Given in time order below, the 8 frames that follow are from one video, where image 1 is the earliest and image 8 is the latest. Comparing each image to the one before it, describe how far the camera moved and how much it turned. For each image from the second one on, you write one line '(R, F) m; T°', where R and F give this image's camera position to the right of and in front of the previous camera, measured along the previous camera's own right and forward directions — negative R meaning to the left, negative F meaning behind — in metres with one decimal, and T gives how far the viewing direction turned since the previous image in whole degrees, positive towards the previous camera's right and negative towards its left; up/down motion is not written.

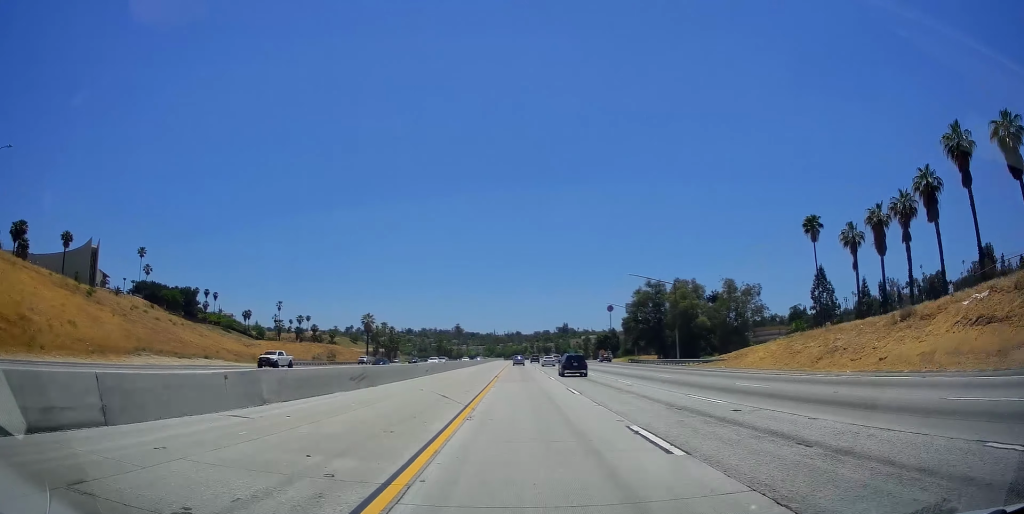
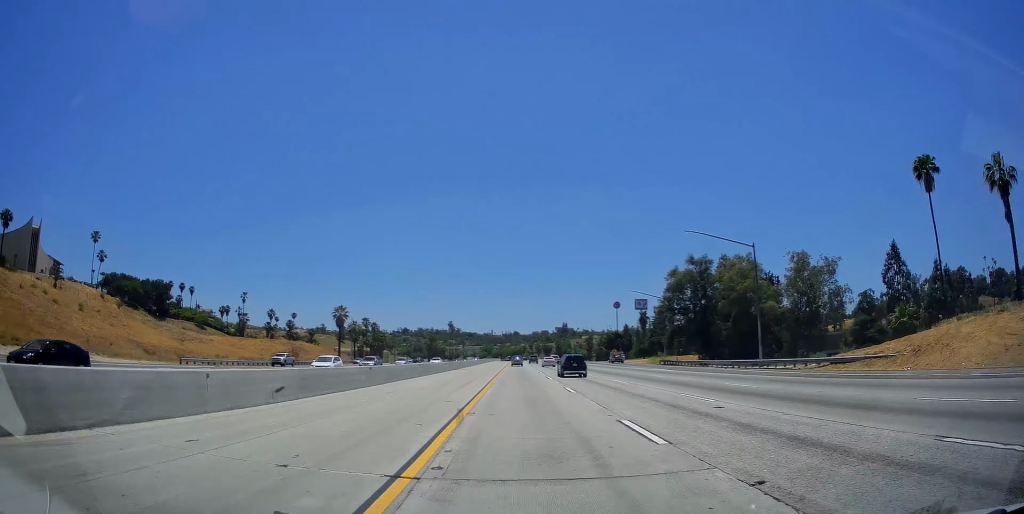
(+0.1, +27.5) m; 0°
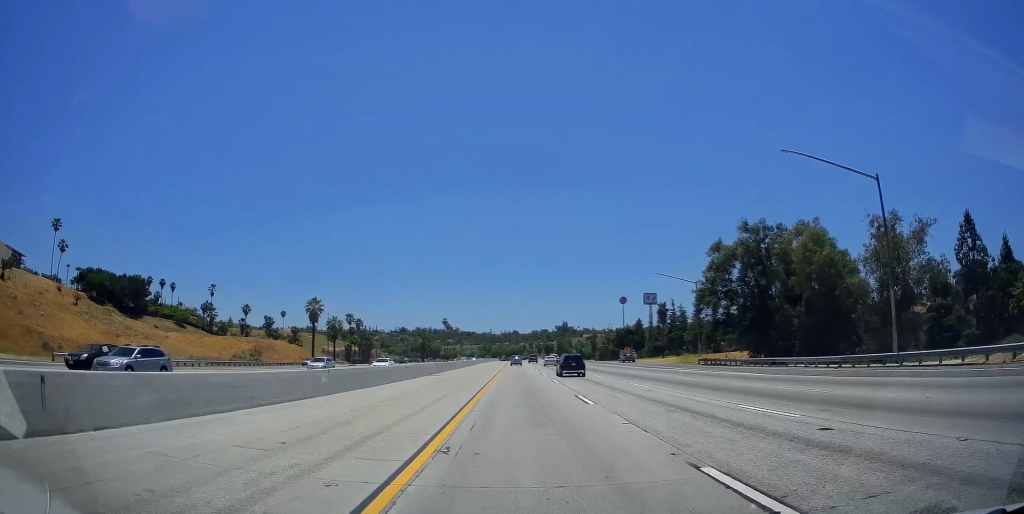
(0.0, +19.5) m; 0°
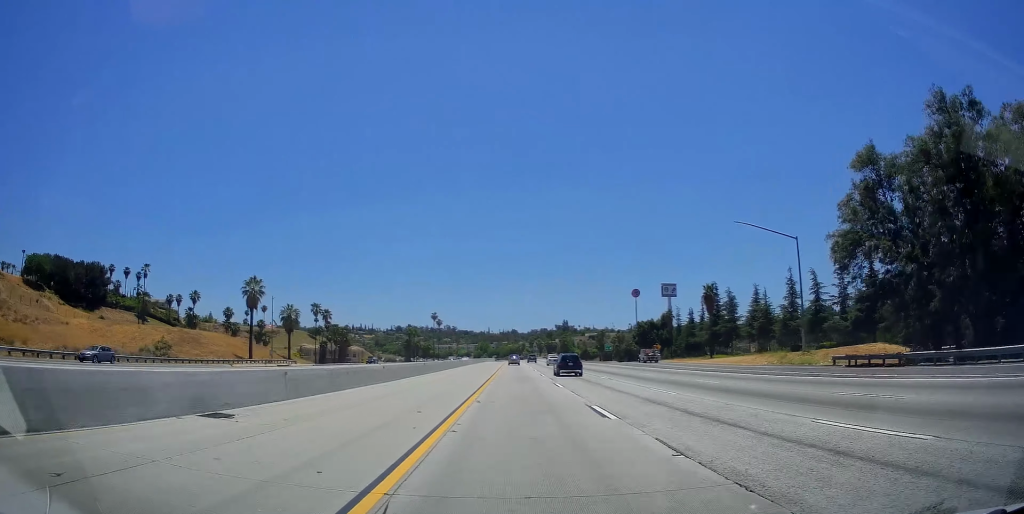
(-0.1, +32.3) m; 0°
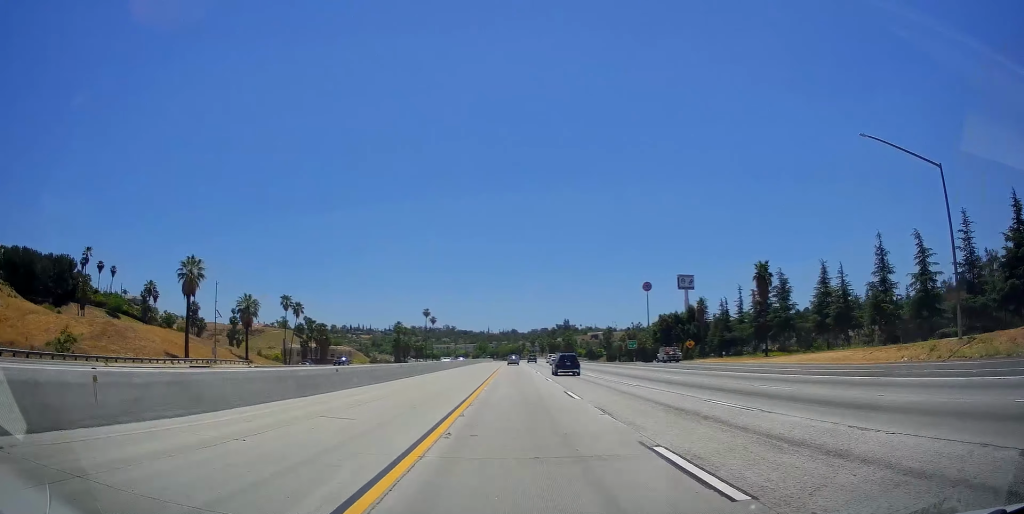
(+0.1, +22.5) m; 0°
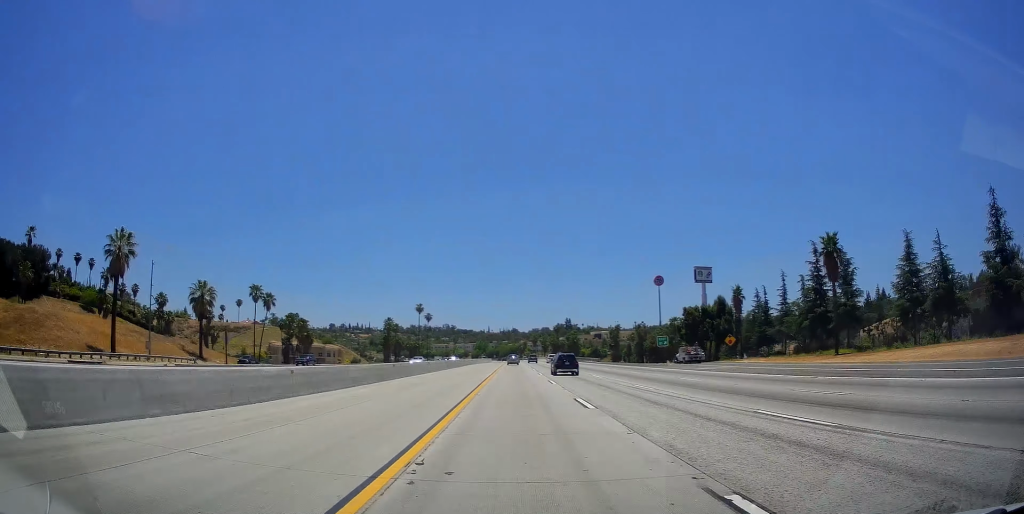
(+0.2, +17.2) m; 0°
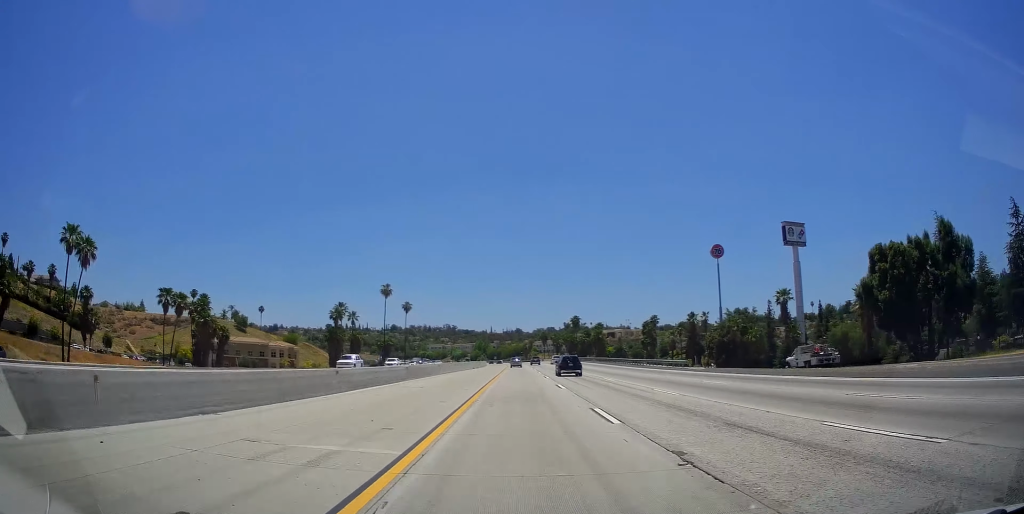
(-0.5, +63.9) m; 0°
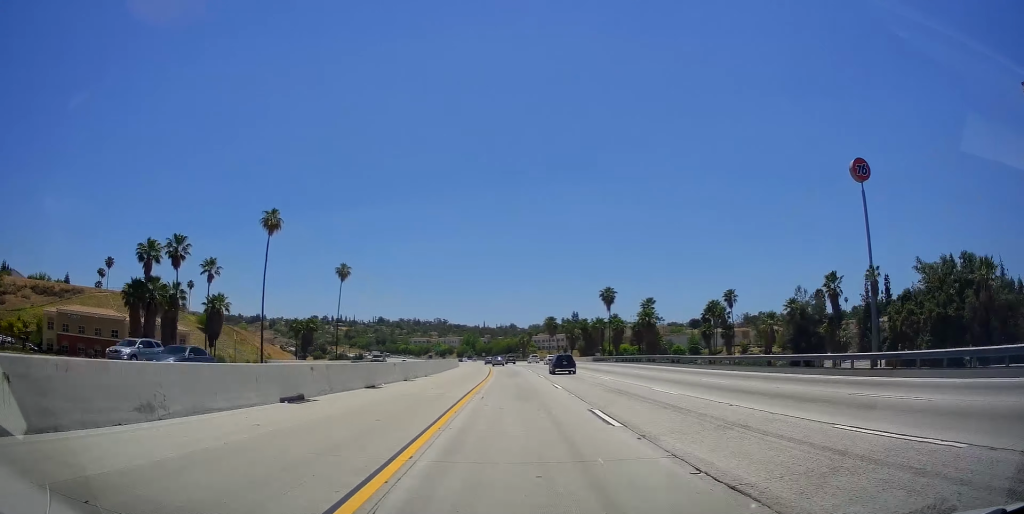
(+0.6, +71.1) m; 0°
